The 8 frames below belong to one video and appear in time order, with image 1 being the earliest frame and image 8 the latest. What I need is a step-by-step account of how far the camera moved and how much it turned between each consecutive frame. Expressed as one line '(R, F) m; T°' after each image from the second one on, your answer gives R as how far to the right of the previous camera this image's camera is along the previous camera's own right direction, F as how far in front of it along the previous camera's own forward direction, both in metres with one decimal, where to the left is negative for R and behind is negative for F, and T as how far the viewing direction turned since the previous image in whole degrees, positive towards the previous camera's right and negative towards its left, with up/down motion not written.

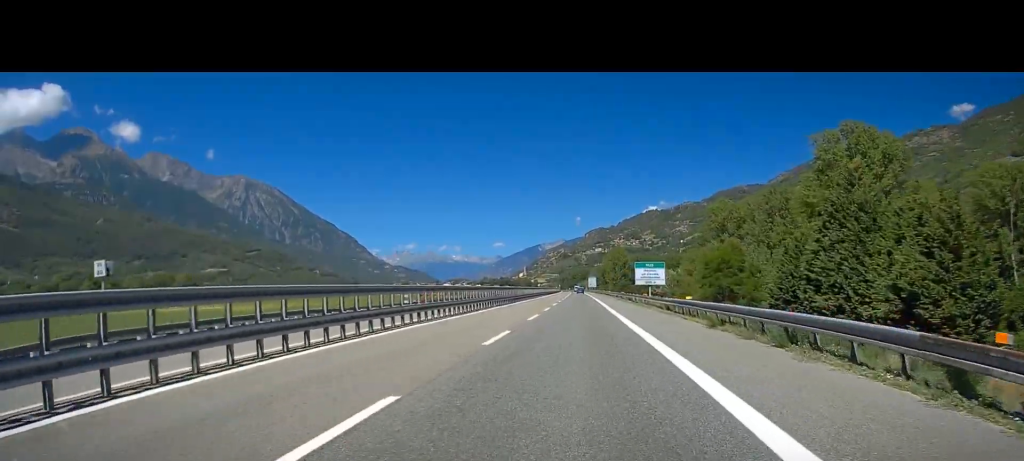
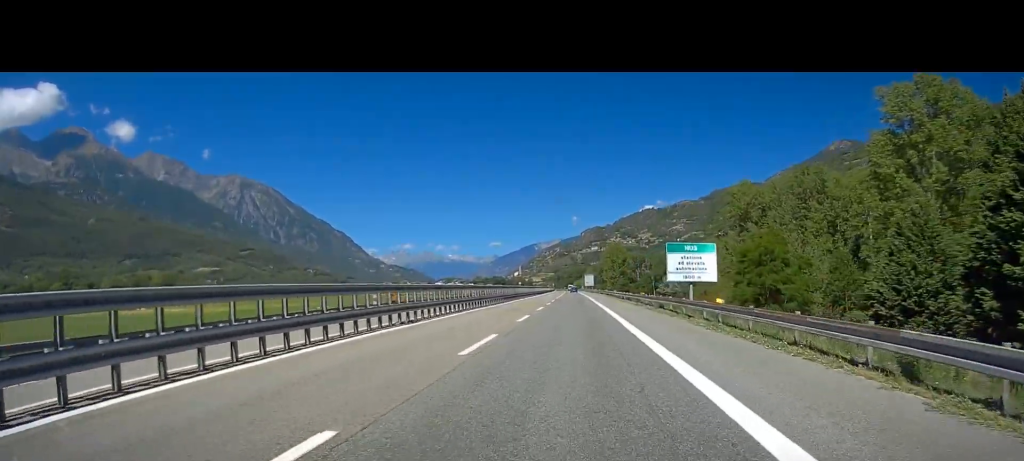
(0.0, +26.0) m; 0°
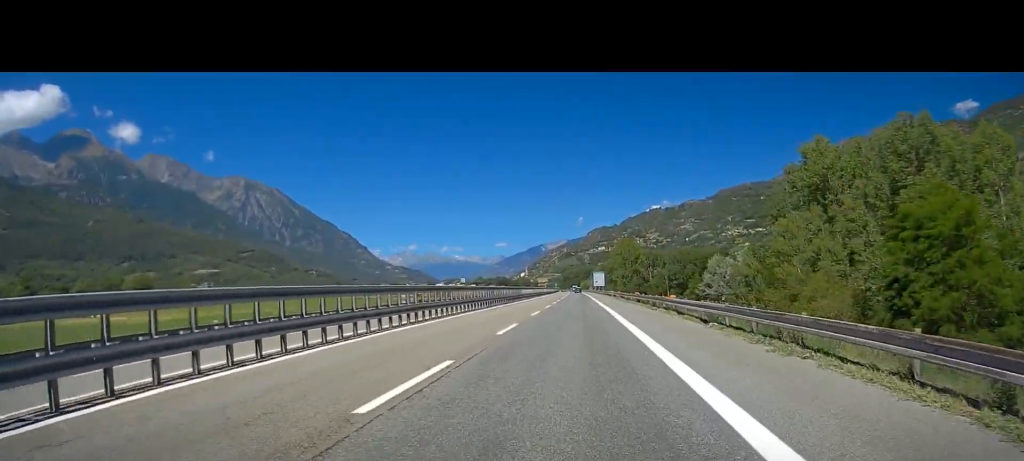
(-0.5, +42.1) m; 0°
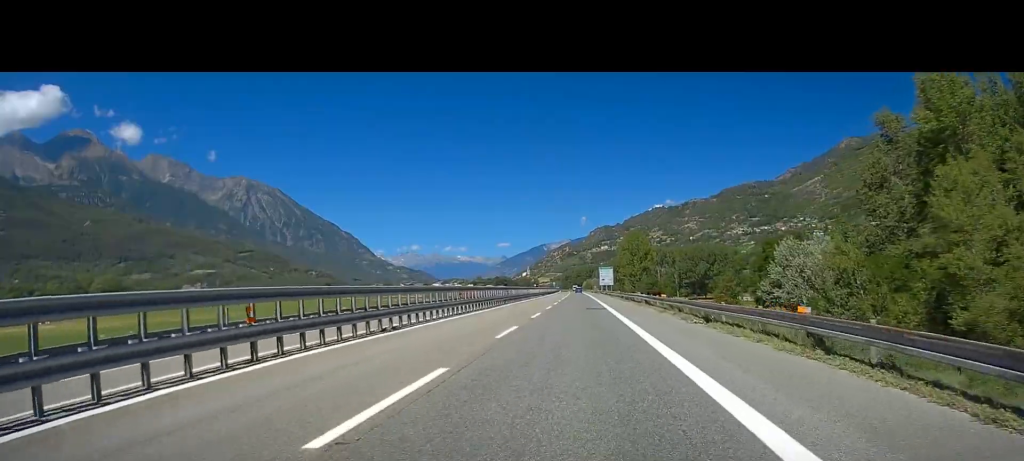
(+0.3, +38.9) m; 0°
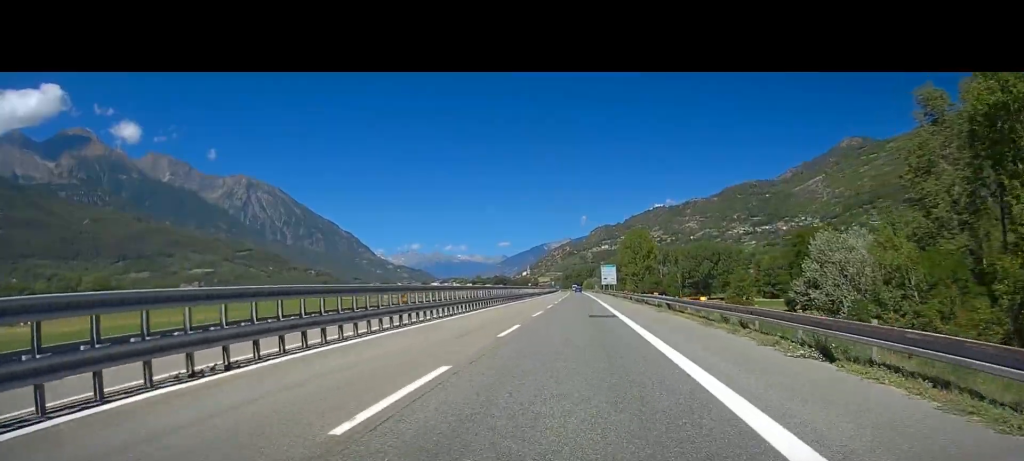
(-0.1, +12.3) m; 0°
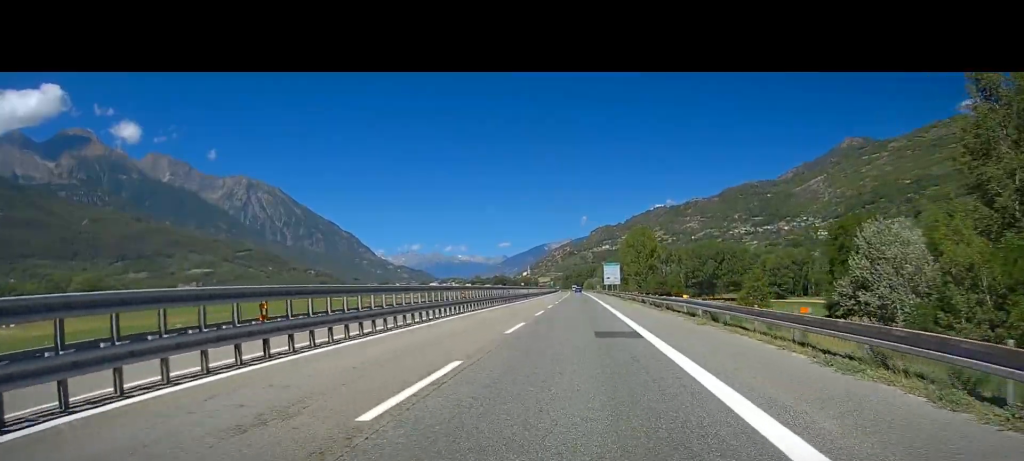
(0.0, +12.1) m; 0°
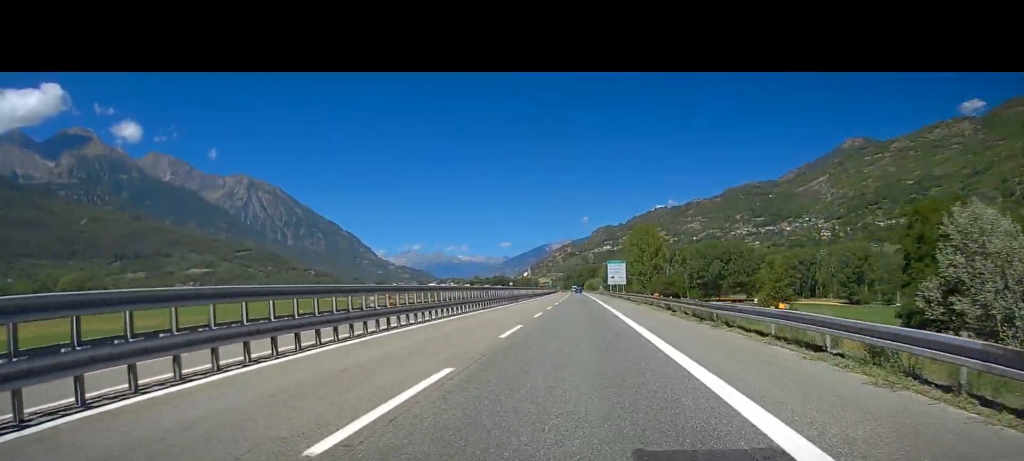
(0.0, +14.9) m; 0°
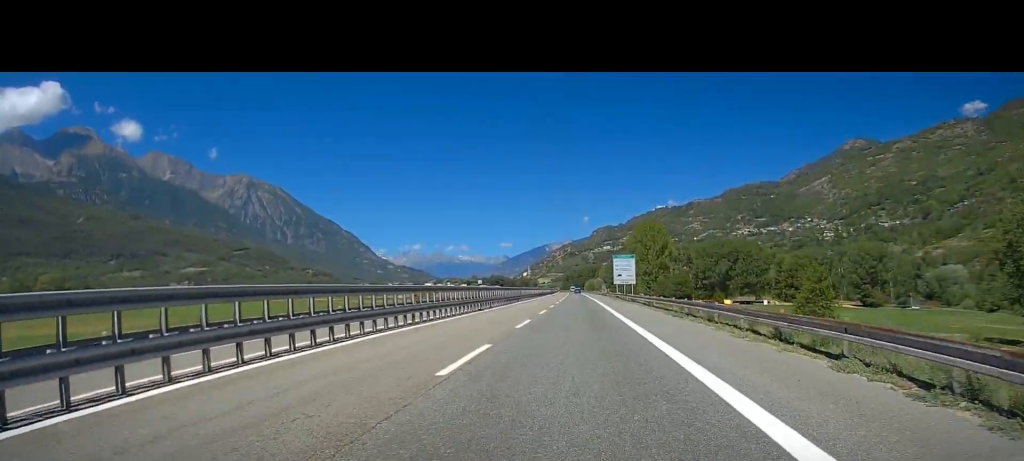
(0.0, +21.8) m; 0°
